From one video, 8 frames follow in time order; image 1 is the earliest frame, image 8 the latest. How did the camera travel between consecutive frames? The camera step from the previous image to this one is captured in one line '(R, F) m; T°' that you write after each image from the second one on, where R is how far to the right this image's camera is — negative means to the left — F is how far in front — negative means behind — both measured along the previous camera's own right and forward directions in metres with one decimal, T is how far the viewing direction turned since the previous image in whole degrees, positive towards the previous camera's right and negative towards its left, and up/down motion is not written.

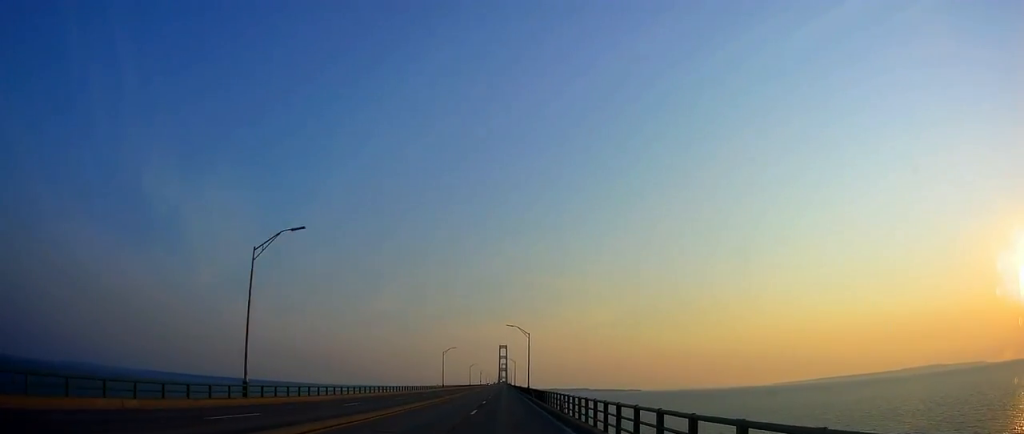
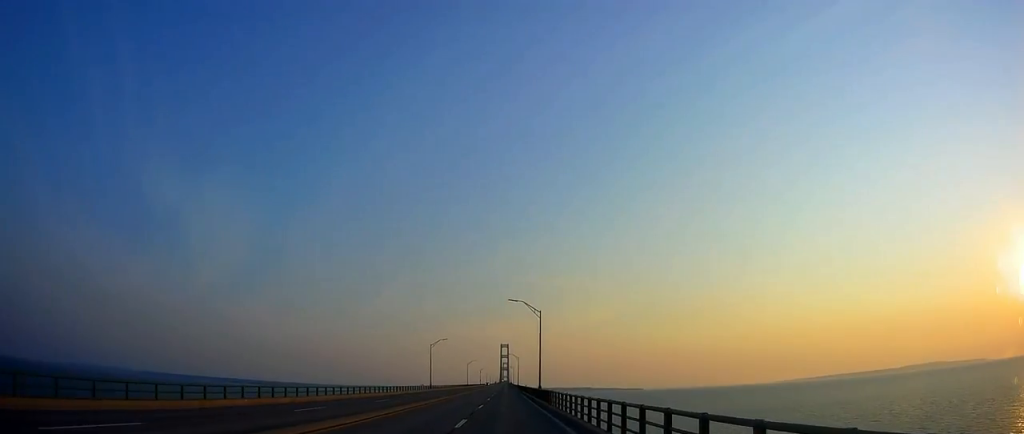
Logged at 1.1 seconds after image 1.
(+0.1, +22.9) m; +1°
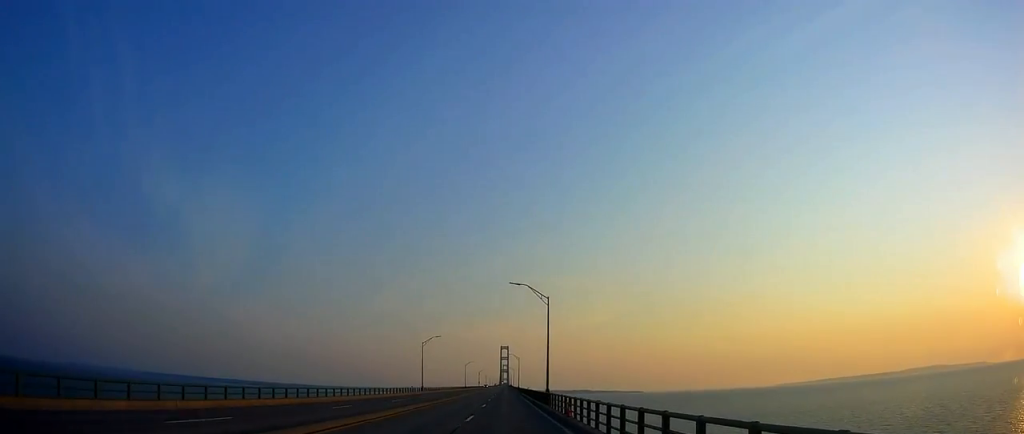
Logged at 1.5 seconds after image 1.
(+0.1, +10.0) m; +1°
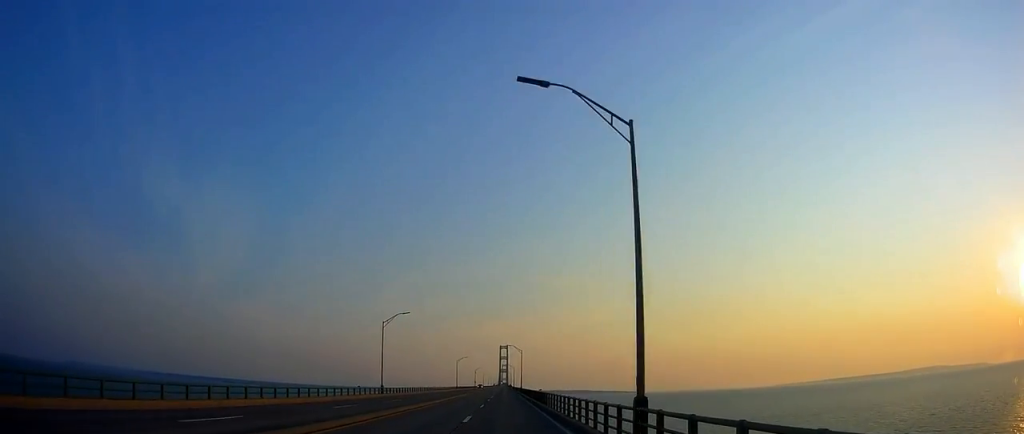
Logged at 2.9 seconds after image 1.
(-0.1, +30.1) m; -1°
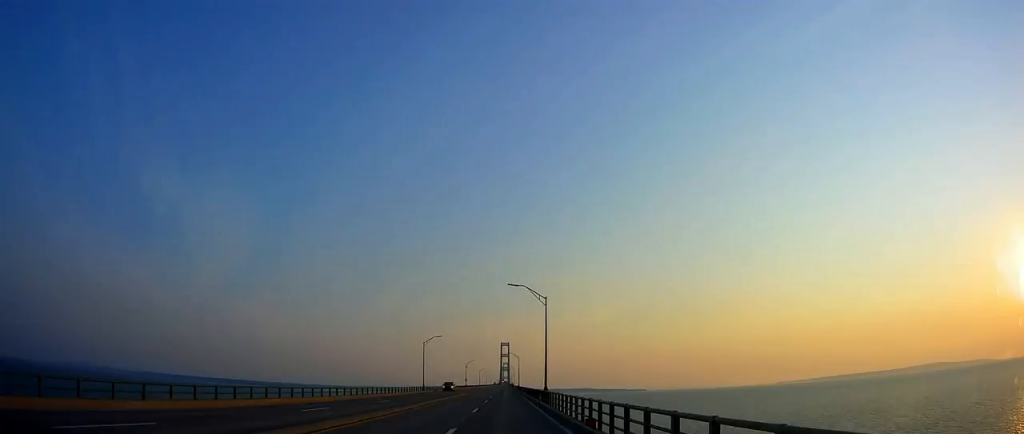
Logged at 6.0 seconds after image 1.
(-0.3, +65.9) m; +1°
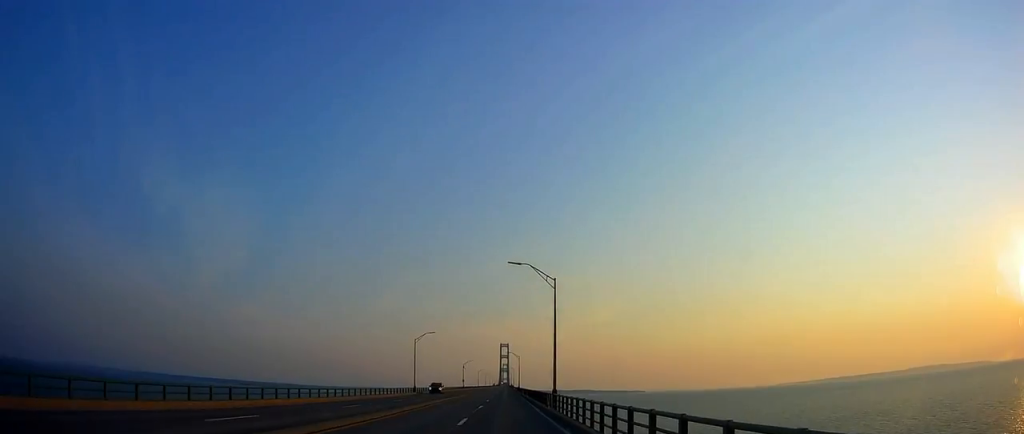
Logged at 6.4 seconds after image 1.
(0.0, +8.7) m; 0°
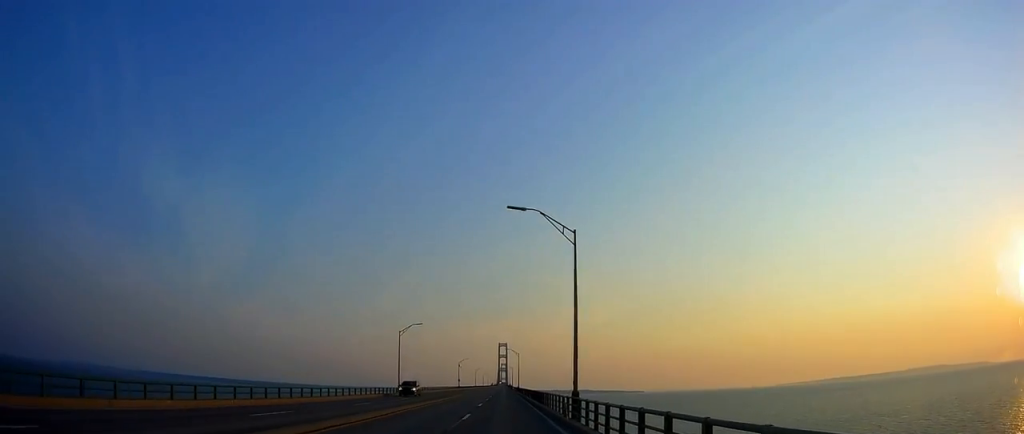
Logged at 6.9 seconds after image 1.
(0.0, +11.5) m; 0°
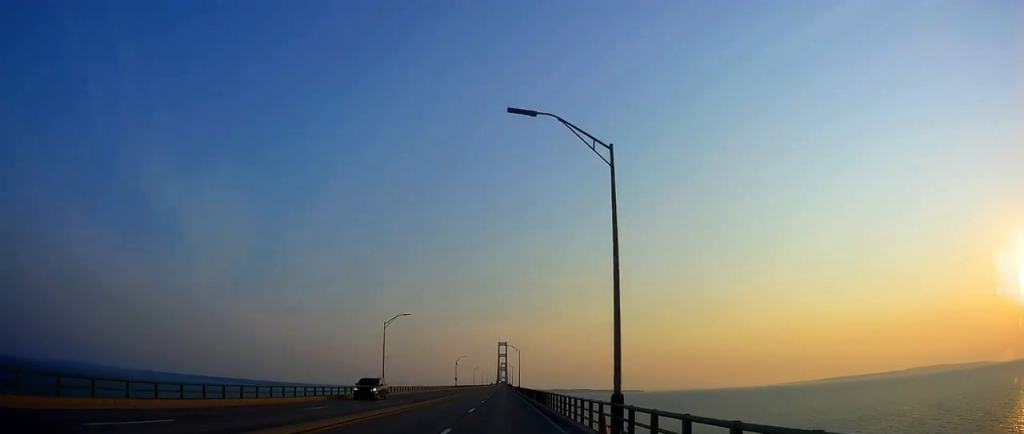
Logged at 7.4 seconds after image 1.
(0.0, +9.3) m; 0°
